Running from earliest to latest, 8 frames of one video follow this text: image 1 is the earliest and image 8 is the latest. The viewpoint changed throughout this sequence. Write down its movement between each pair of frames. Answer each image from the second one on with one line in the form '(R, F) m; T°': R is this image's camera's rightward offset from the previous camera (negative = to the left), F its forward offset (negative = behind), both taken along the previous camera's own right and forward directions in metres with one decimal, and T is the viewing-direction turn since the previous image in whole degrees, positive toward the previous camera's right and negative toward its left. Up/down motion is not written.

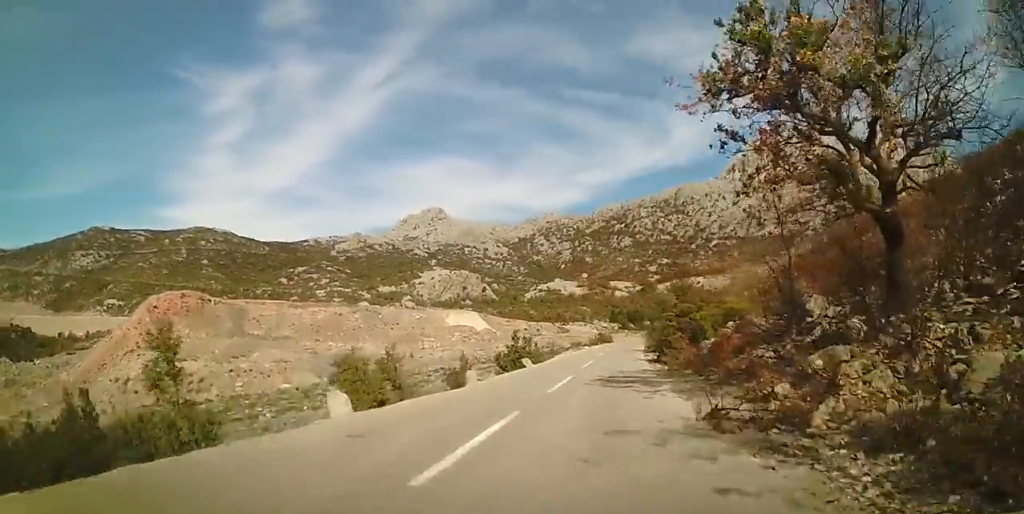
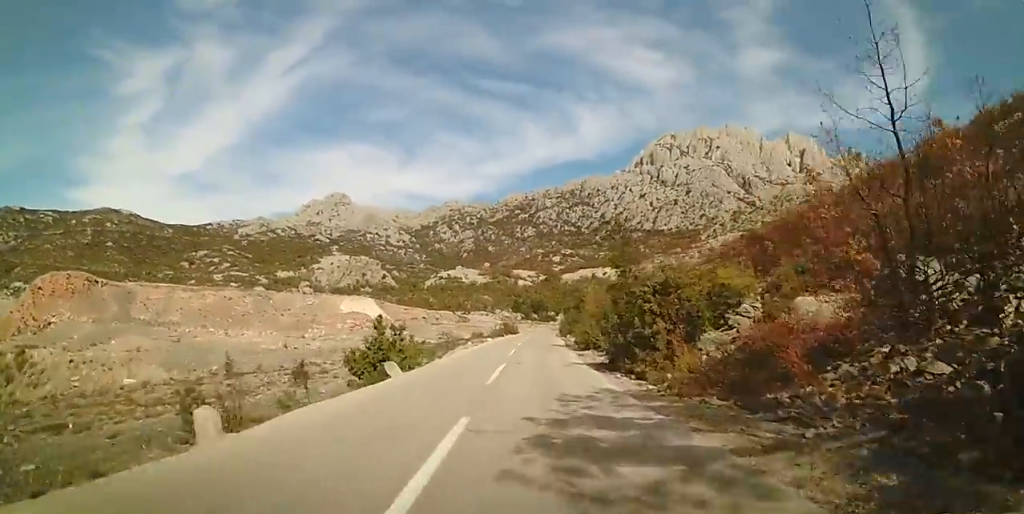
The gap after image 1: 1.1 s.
(+1.4, +9.8) m; +13°
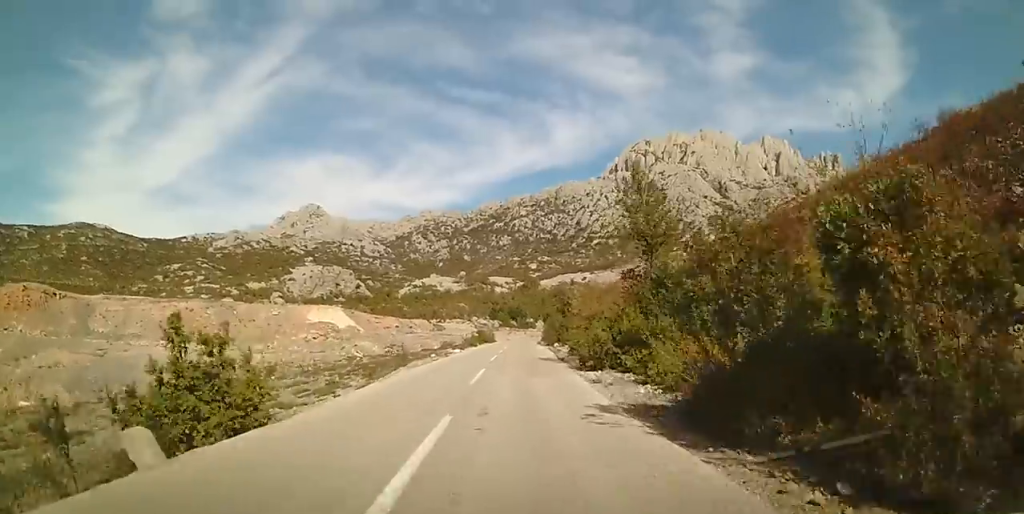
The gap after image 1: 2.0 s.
(+0.7, +9.2) m; +5°
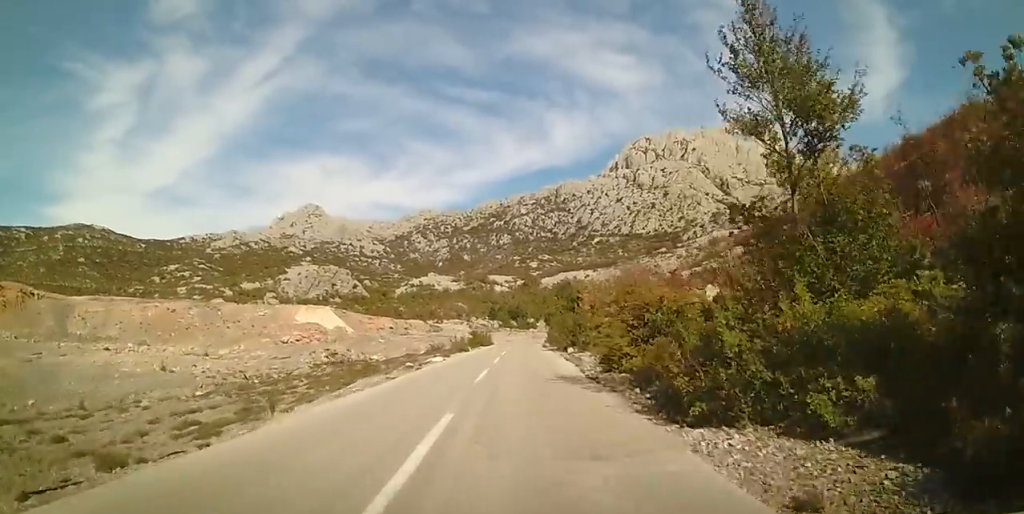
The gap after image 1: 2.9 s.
(+0.2, +9.3) m; +1°
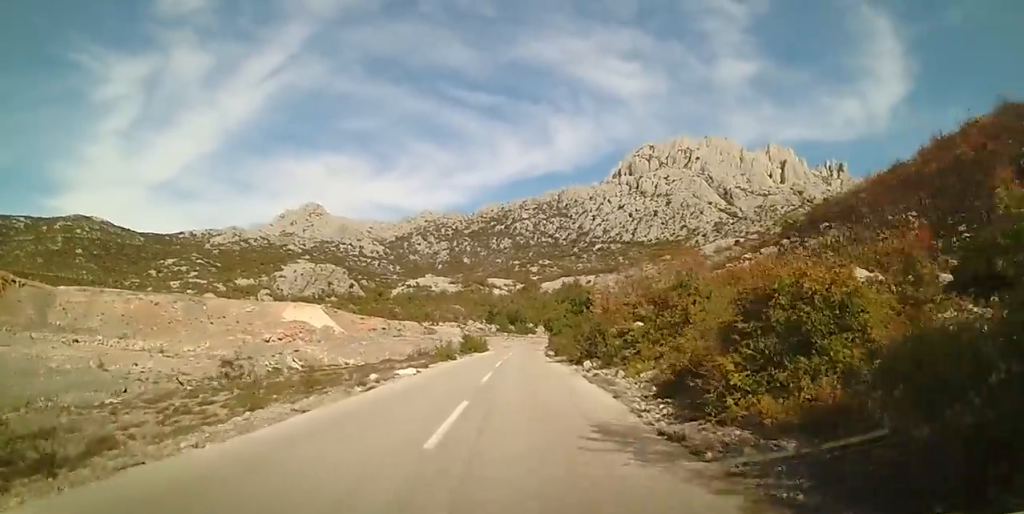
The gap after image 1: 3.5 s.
(-0.2, +7.2) m; -1°
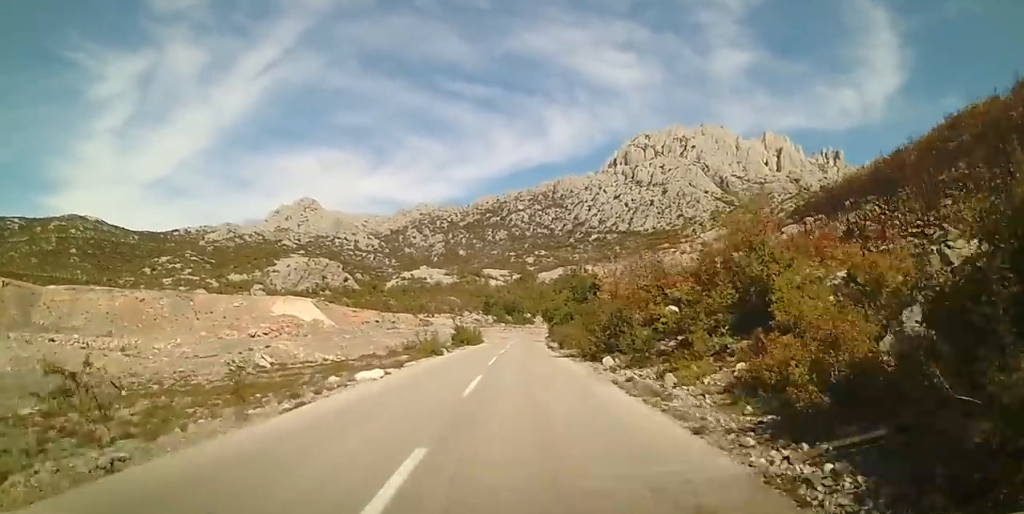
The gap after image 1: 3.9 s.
(0.0, +5.2) m; 0°
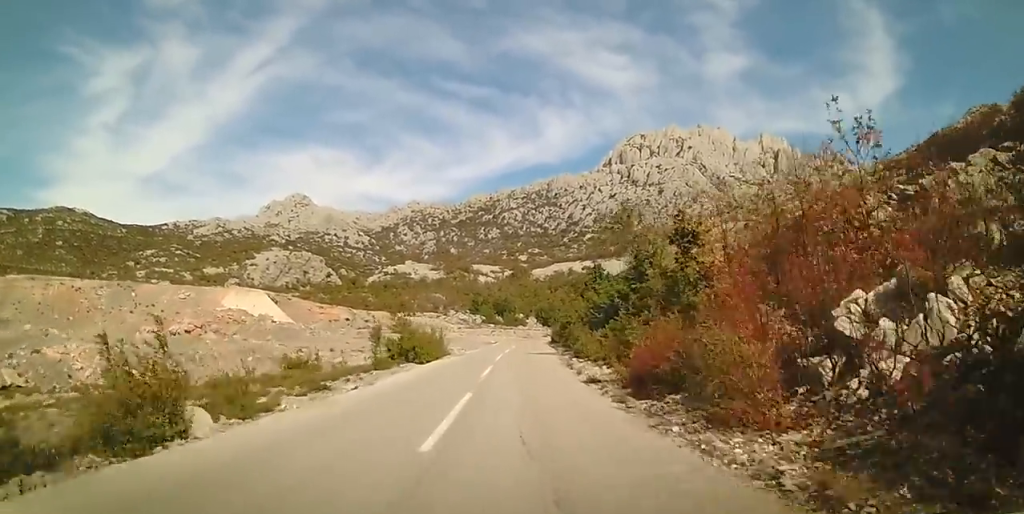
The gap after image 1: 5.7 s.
(+0.1, +21.6) m; 0°
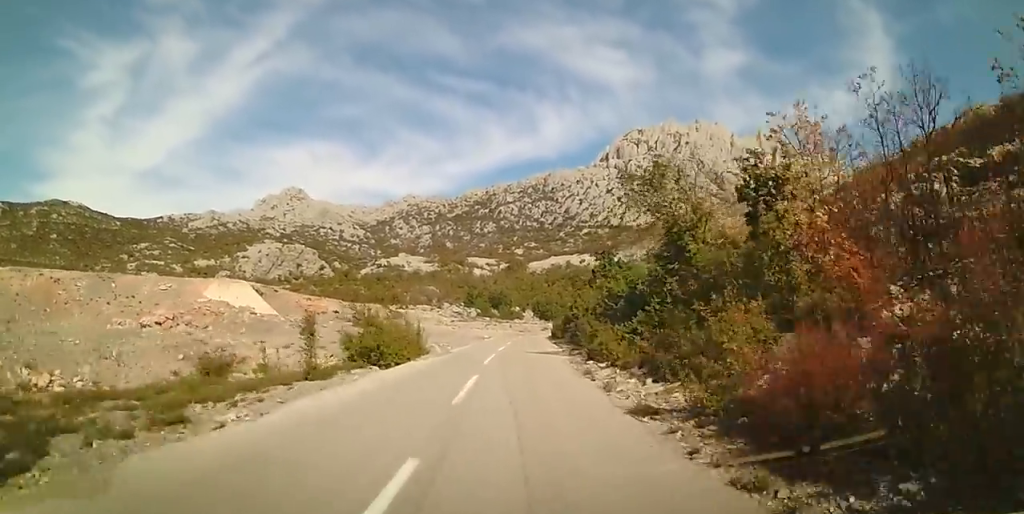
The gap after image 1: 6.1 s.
(0.0, +5.9) m; 0°
